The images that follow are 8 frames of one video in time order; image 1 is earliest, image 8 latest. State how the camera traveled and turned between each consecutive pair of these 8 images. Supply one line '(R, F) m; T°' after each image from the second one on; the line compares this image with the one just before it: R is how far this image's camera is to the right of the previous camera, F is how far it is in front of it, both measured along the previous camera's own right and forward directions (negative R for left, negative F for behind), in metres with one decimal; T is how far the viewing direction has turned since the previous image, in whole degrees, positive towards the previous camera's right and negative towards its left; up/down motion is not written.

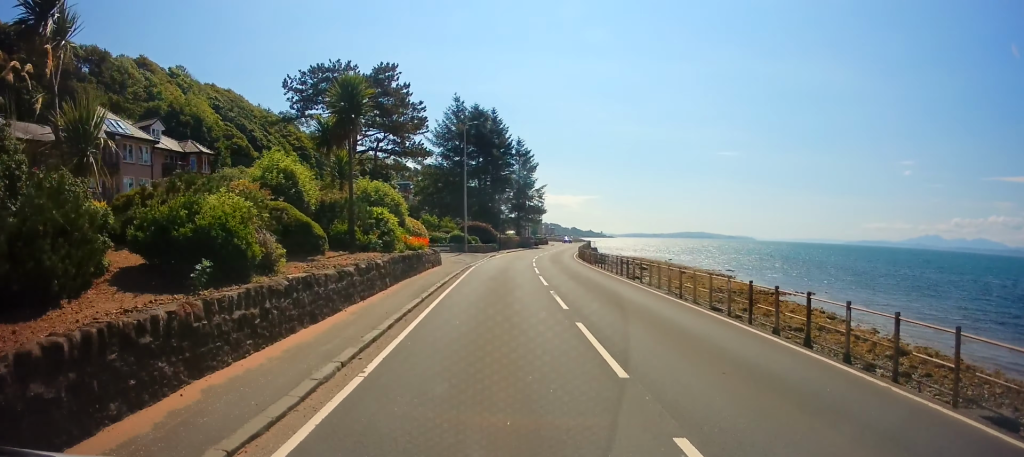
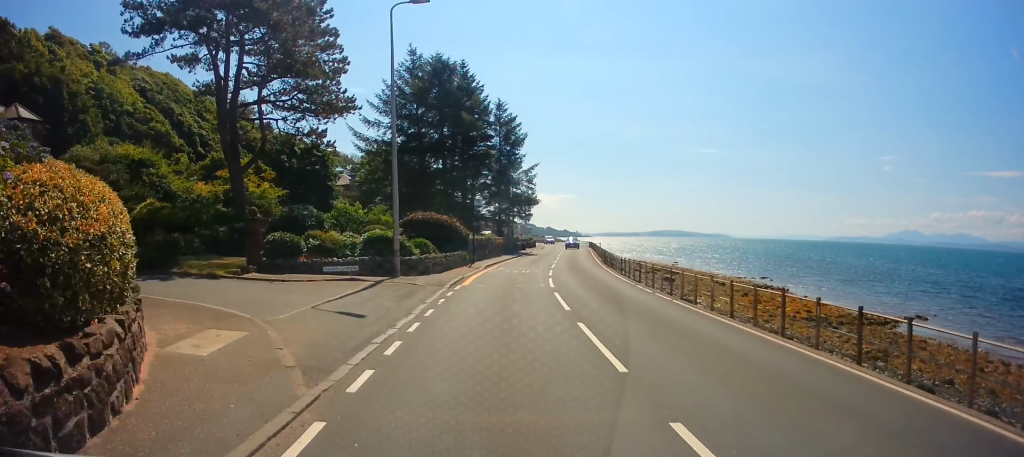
(+0.4, +23.7) m; +2°
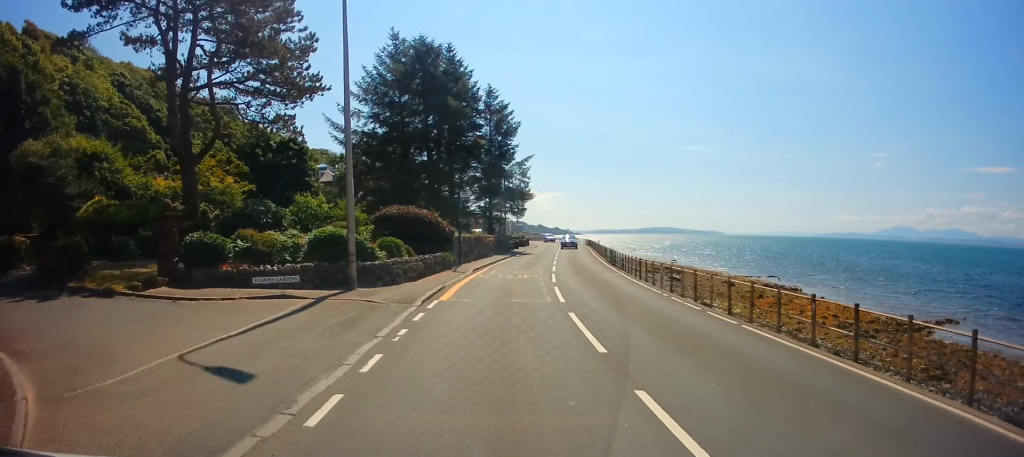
(0.0, +5.0) m; +1°
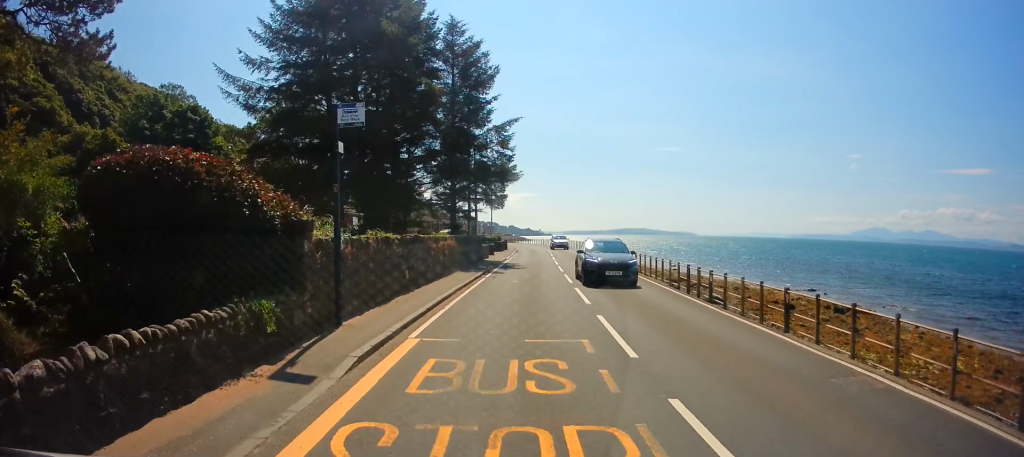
(+0.7, +17.9) m; +5°
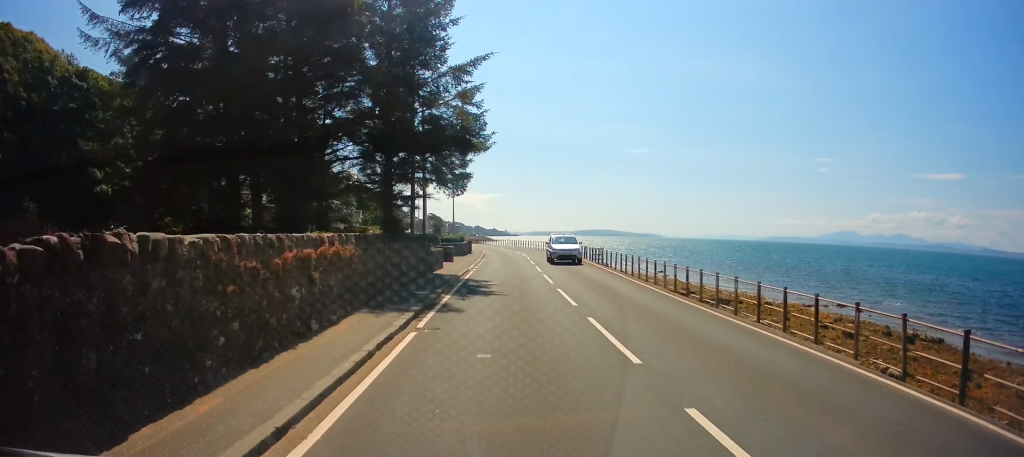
(+0.3, +12.3) m; +2°
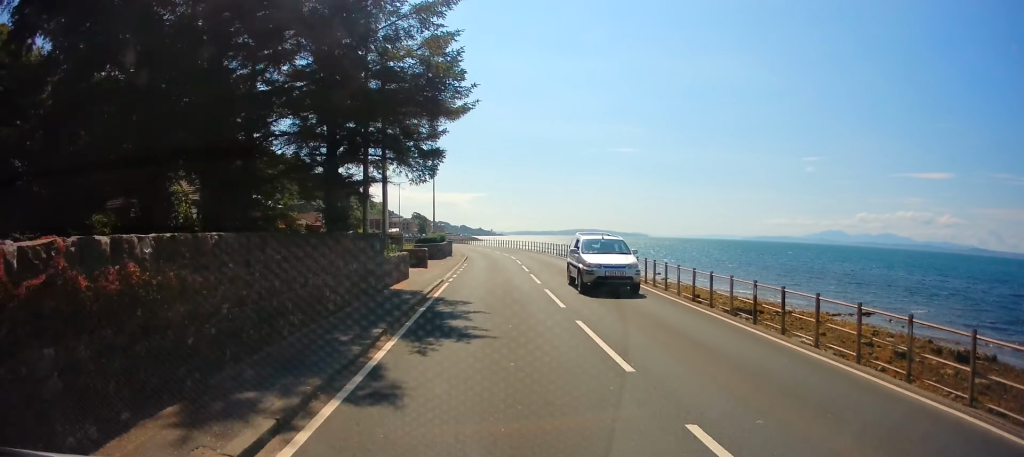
(0.0, +6.5) m; +1°
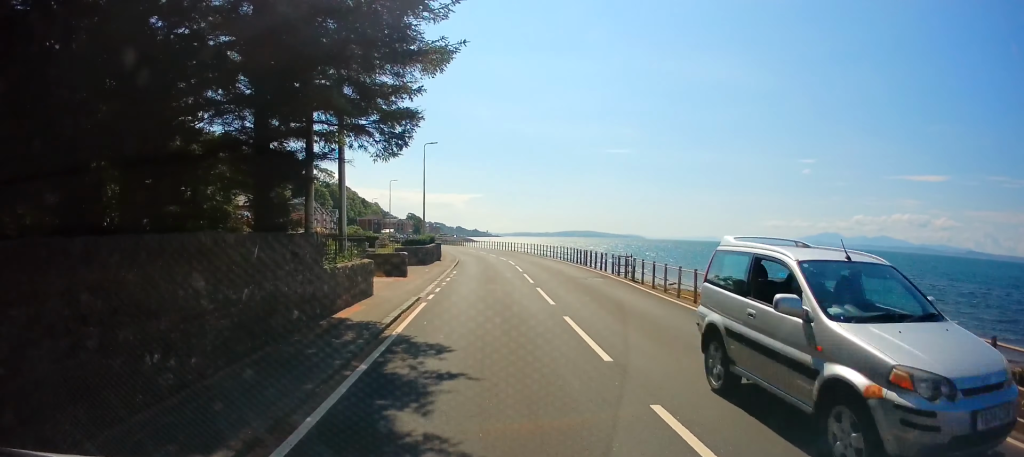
(0.0, +5.3) m; +1°
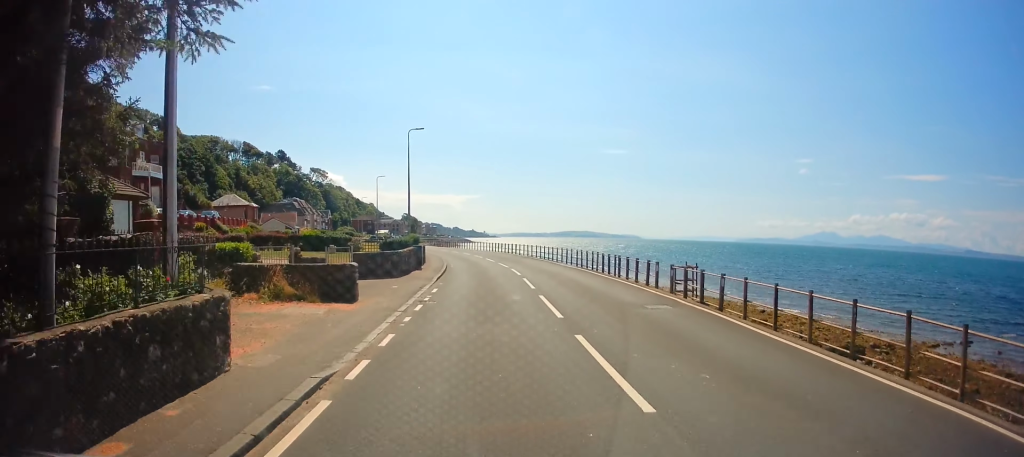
(+0.1, +8.2) m; 0°
